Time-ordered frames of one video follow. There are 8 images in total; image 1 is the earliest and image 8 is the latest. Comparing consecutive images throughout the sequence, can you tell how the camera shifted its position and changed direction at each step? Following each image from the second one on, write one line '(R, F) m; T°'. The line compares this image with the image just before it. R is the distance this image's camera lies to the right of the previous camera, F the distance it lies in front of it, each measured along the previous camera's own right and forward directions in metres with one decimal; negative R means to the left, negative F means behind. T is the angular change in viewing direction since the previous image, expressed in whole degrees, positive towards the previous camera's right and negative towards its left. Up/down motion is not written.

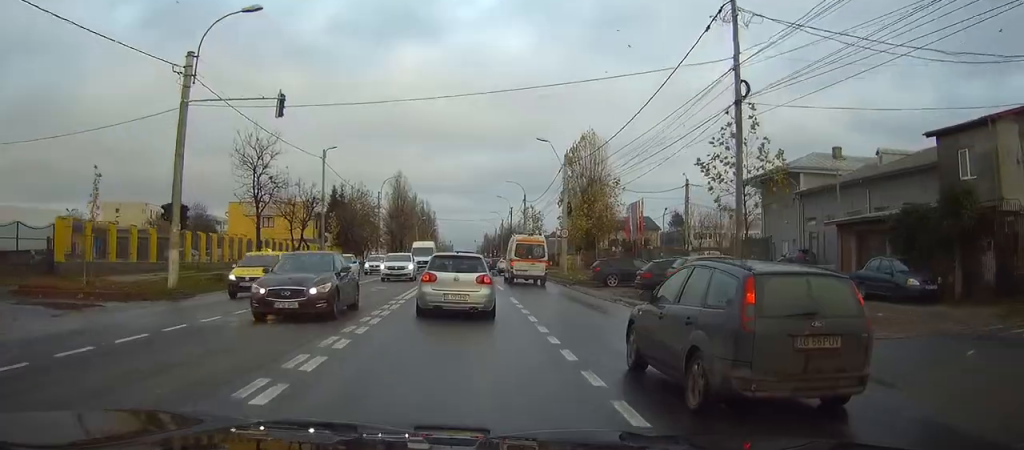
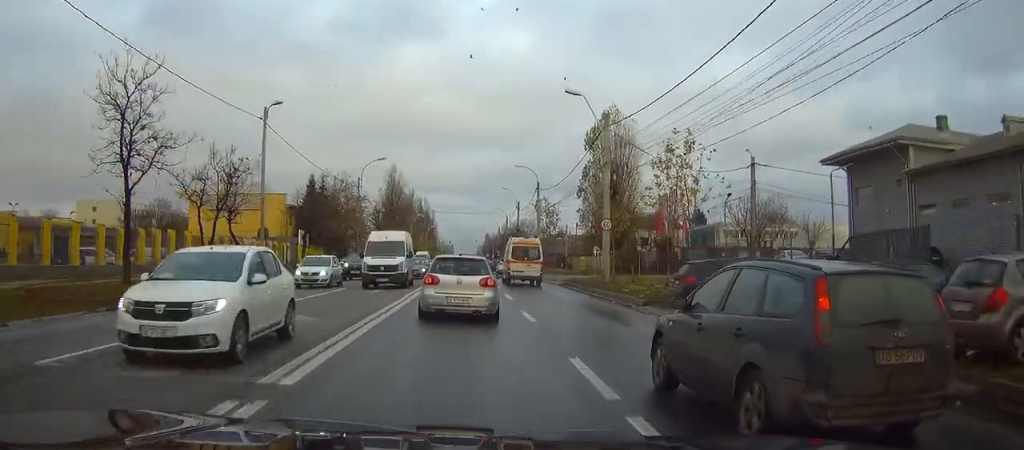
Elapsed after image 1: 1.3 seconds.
(-0.2, +14.3) m; 0°
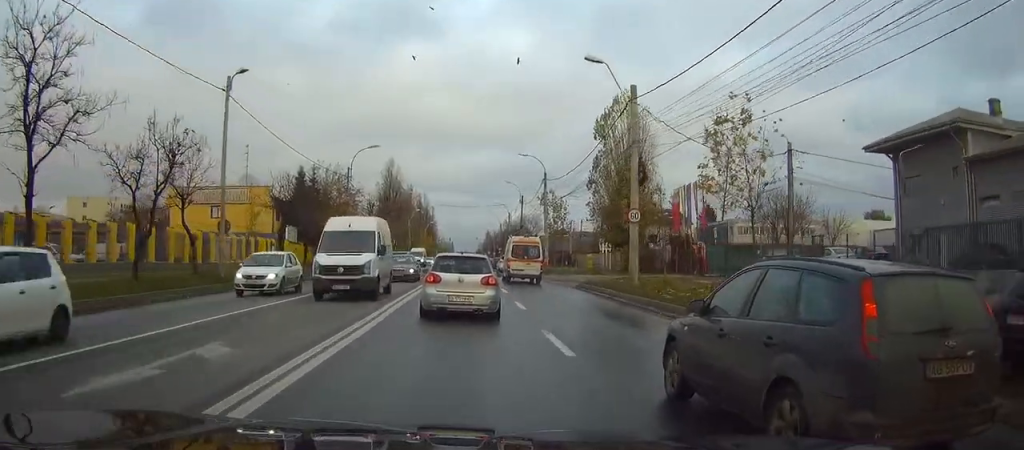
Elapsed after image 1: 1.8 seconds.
(0.0, +5.5) m; 0°
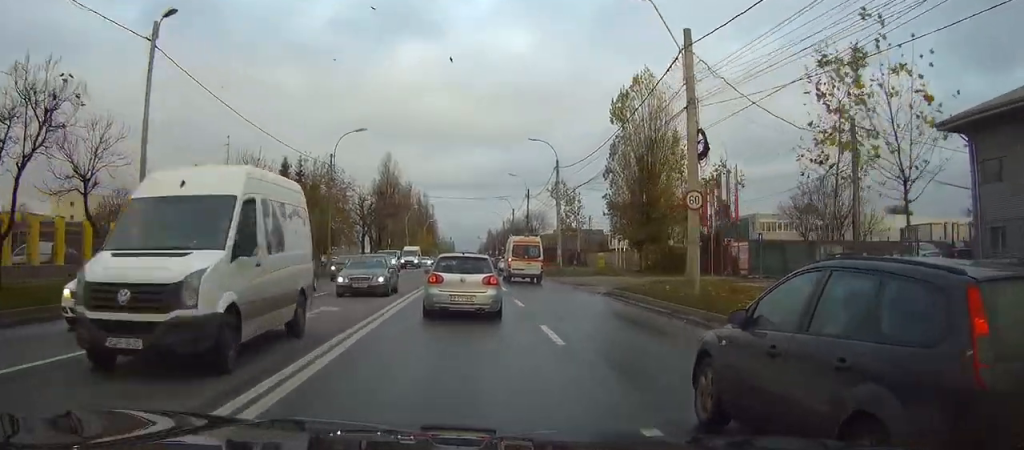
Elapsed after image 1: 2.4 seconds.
(0.0, +7.6) m; 0°
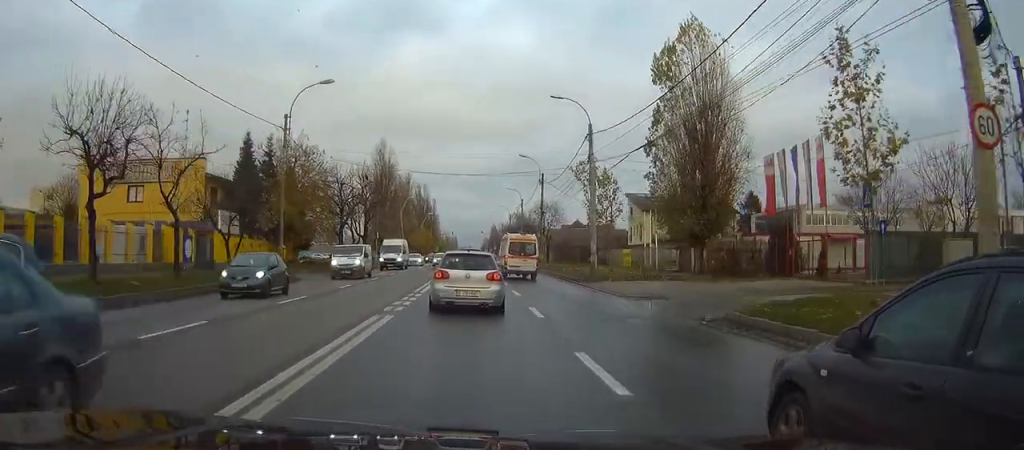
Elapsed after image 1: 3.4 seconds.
(+0.1, +13.0) m; 0°
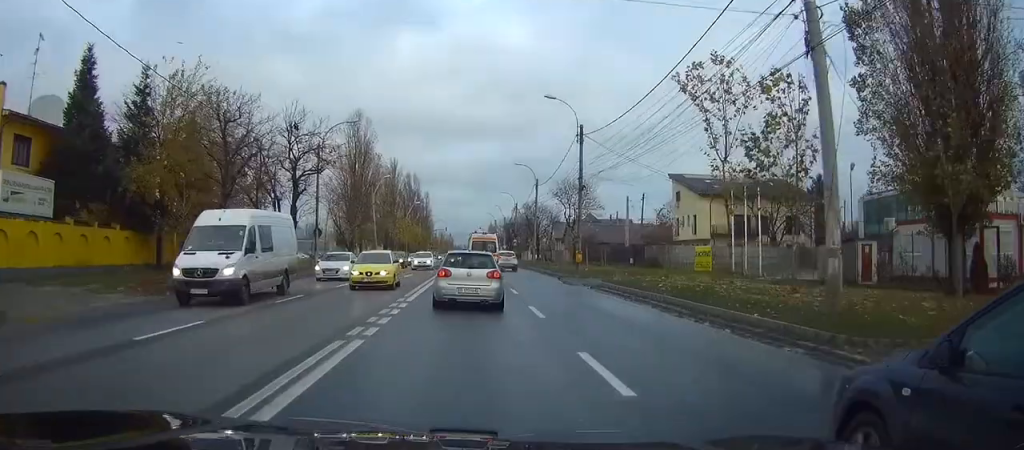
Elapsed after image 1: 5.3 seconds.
(-0.3, +26.6) m; -1°
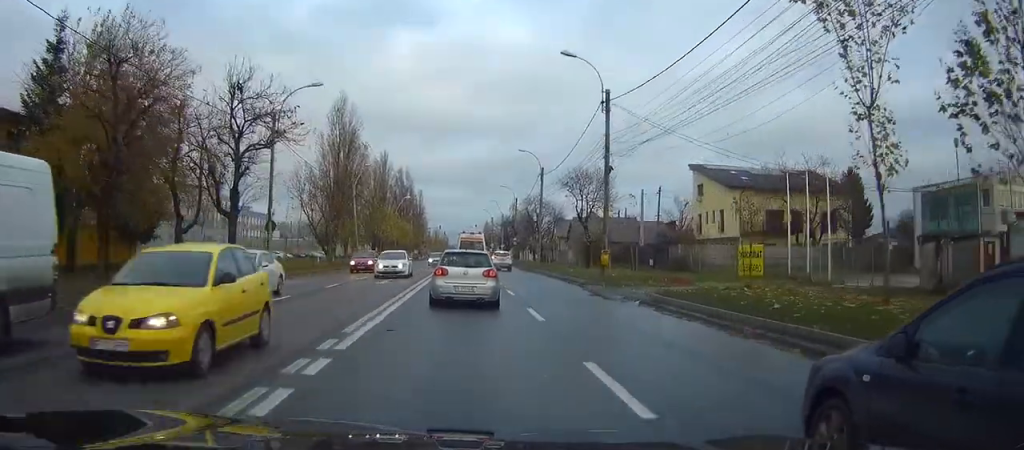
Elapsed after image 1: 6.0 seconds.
(0.0, +9.9) m; 0°
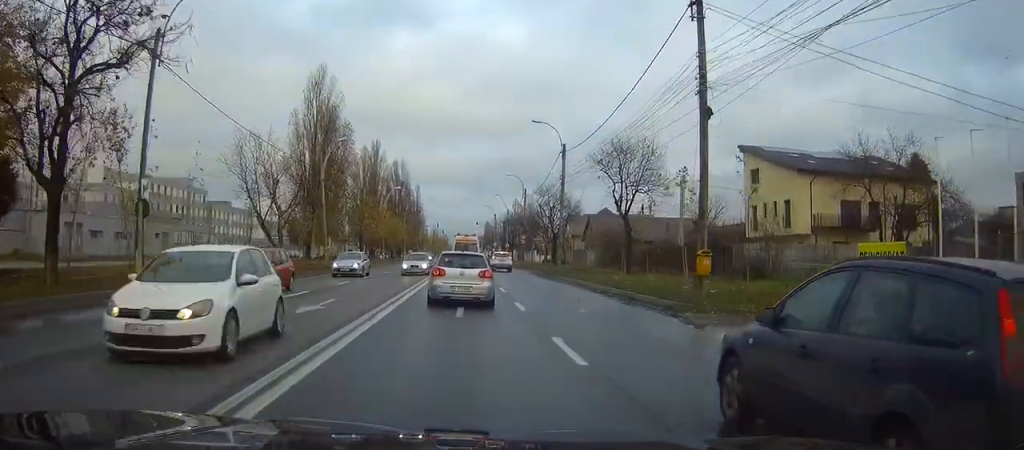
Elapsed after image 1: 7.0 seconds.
(0.0, +14.7) m; 0°
